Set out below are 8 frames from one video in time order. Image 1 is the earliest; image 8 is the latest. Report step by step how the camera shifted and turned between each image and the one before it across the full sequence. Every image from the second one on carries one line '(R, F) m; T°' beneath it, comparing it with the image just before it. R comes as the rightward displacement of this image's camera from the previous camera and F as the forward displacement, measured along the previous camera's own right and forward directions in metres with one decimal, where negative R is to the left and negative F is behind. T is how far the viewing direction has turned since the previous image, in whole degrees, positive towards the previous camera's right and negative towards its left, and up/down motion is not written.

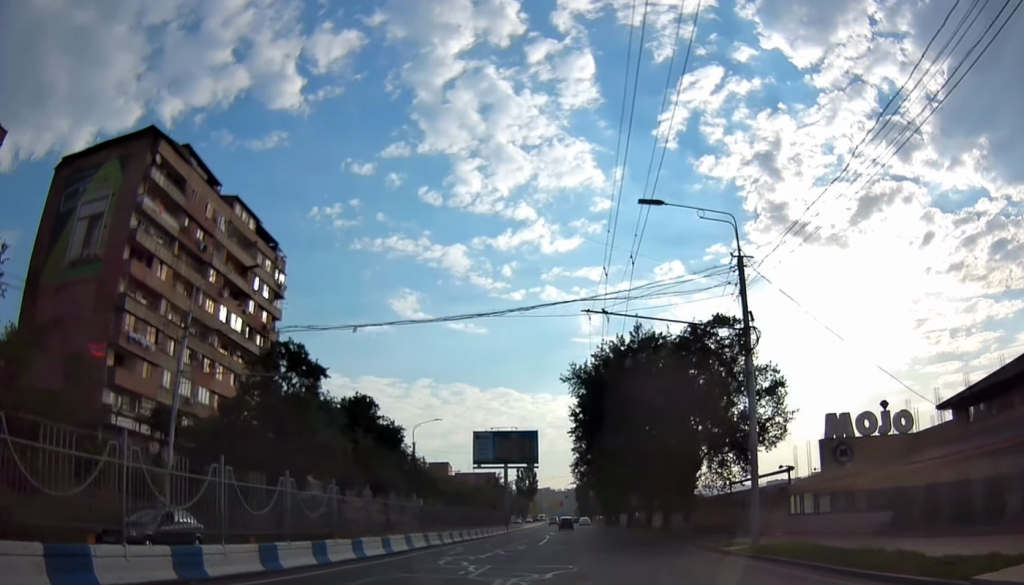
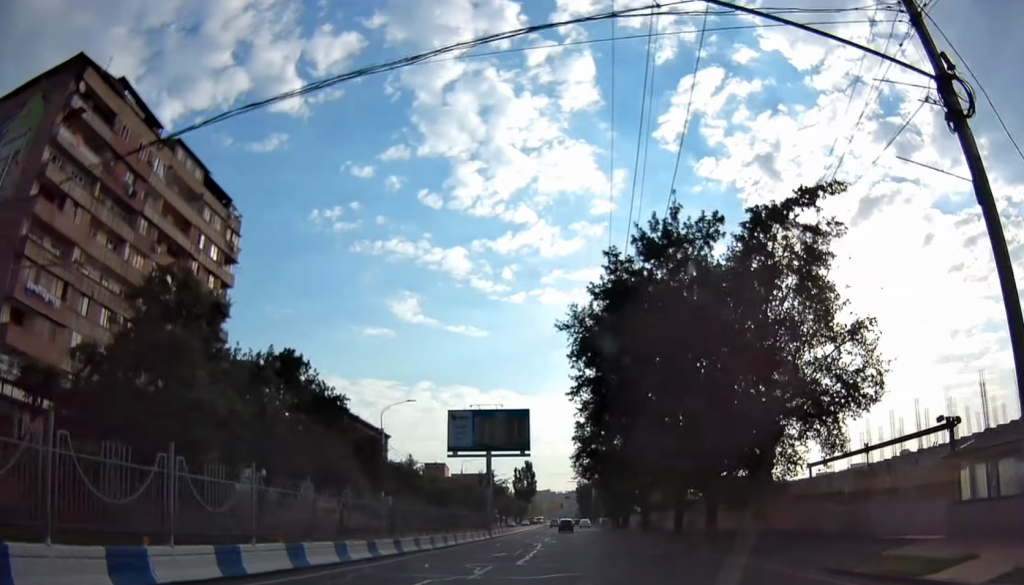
(+0.3, +13.4) m; +1°
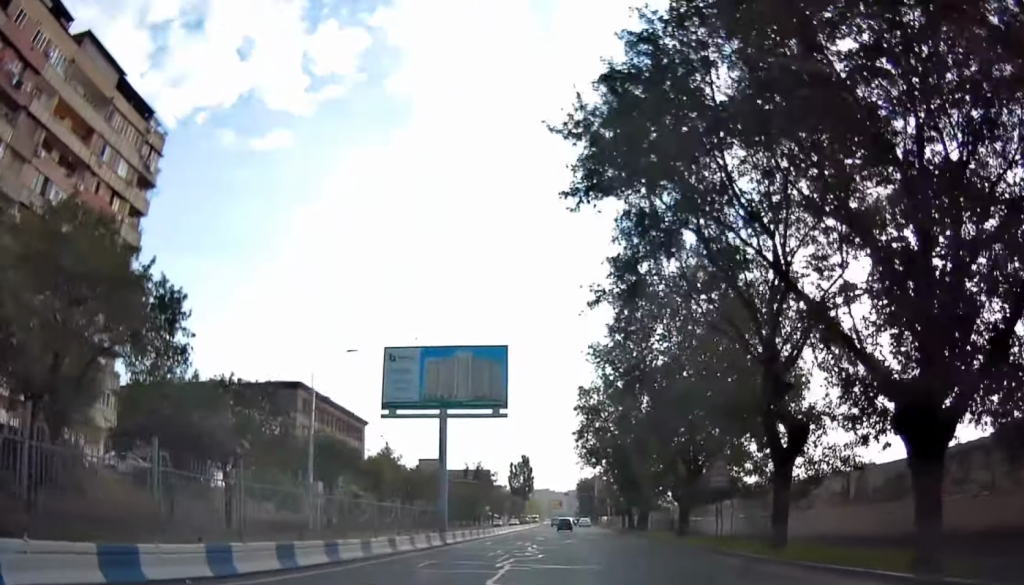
(0.0, +18.5) m; 0°
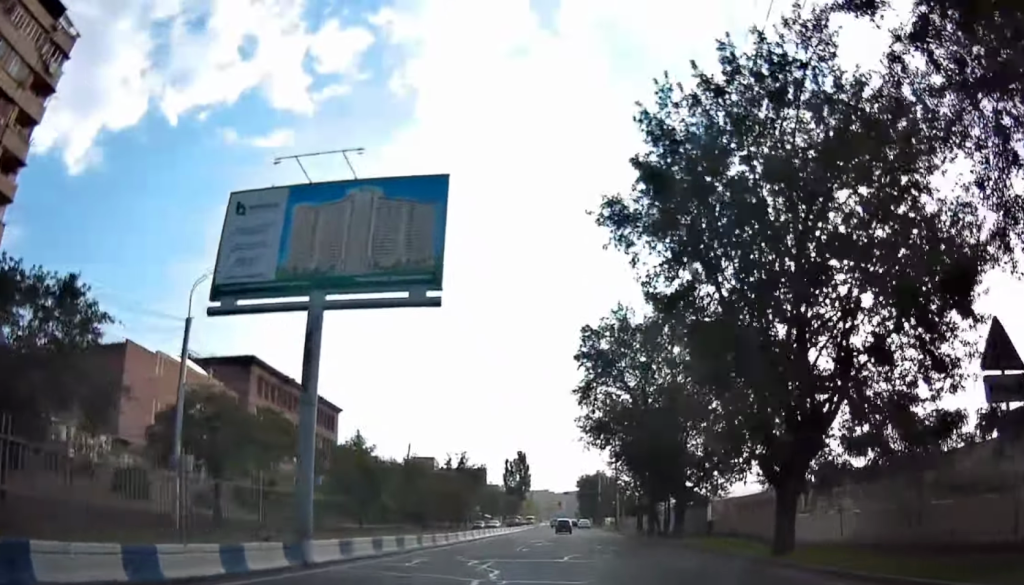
(0.0, +17.1) m; 0°
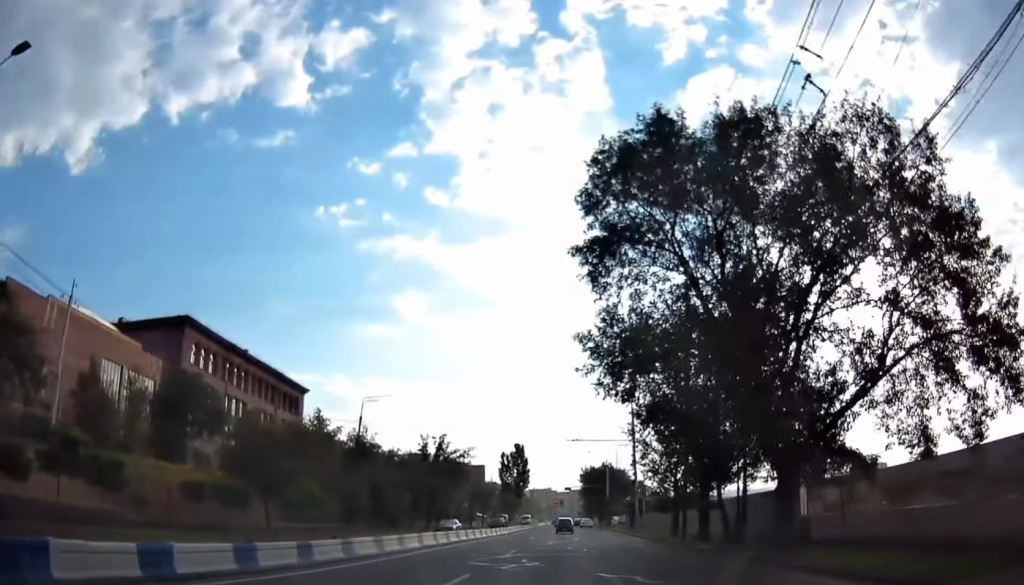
(0.0, +18.0) m; 0°
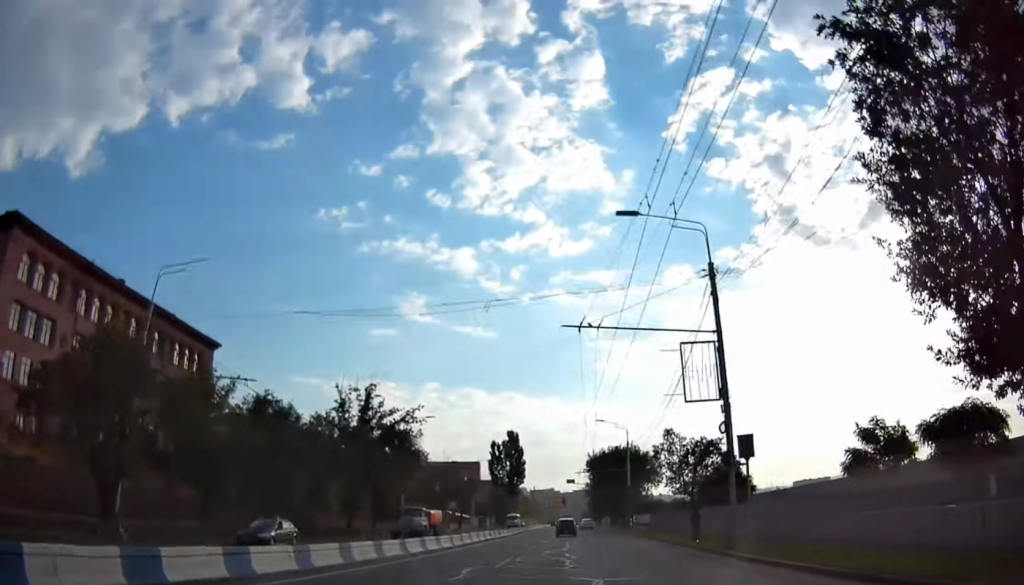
(-0.5, +30.4) m; -2°
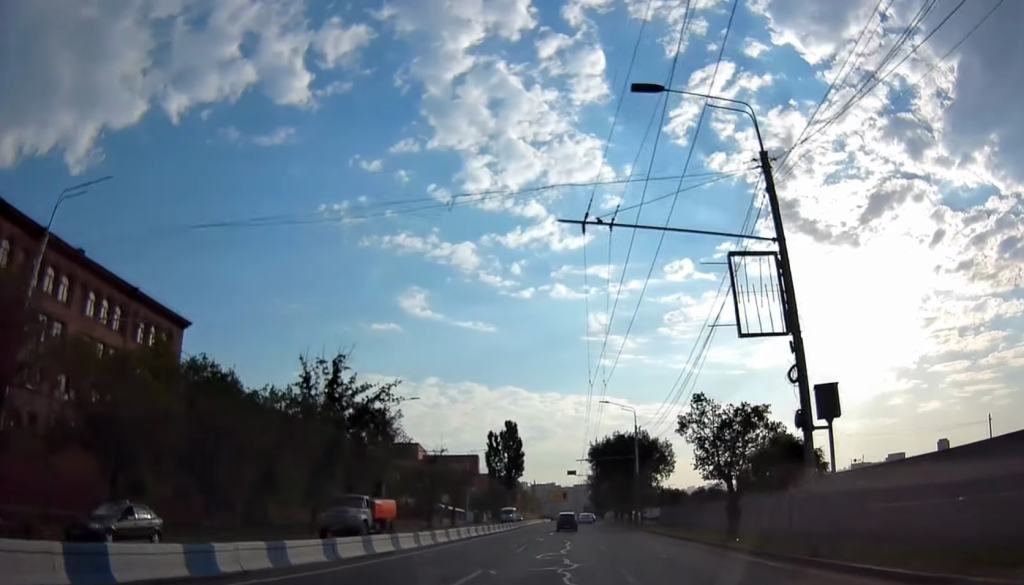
(-0.1, +7.4) m; 0°
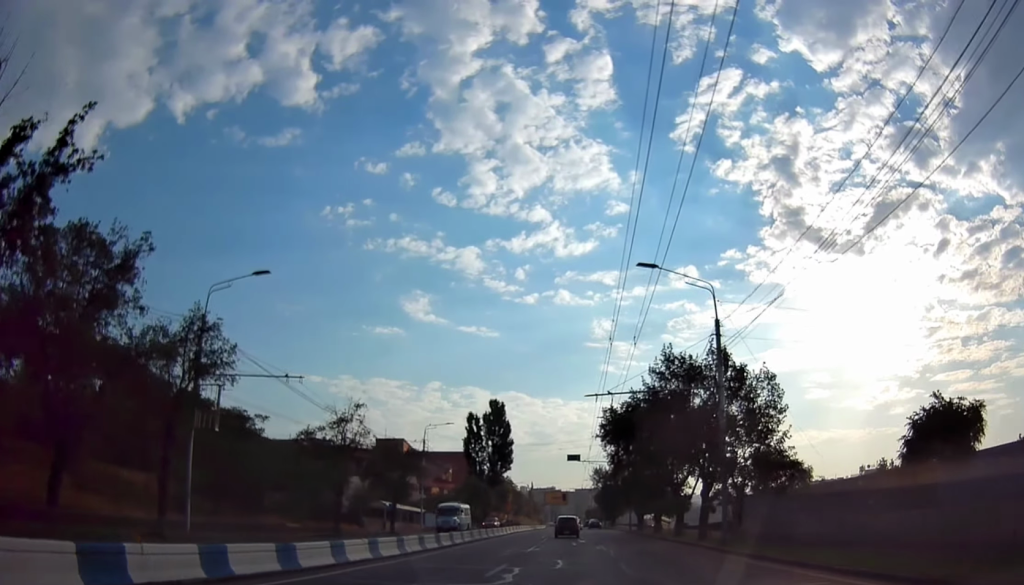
(+0.7, +33.6) m; +1°
